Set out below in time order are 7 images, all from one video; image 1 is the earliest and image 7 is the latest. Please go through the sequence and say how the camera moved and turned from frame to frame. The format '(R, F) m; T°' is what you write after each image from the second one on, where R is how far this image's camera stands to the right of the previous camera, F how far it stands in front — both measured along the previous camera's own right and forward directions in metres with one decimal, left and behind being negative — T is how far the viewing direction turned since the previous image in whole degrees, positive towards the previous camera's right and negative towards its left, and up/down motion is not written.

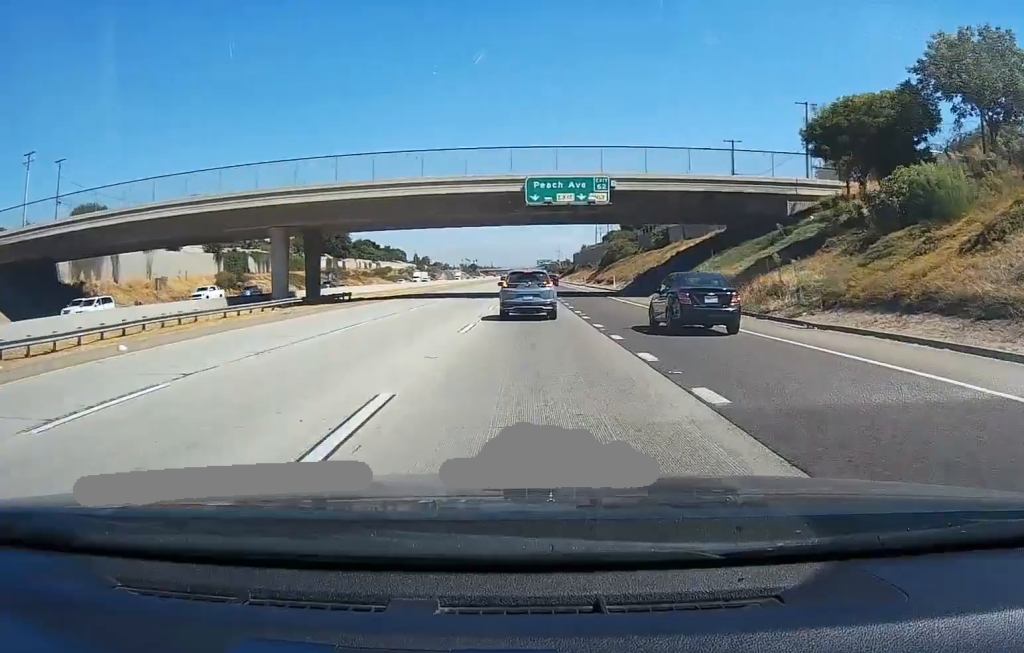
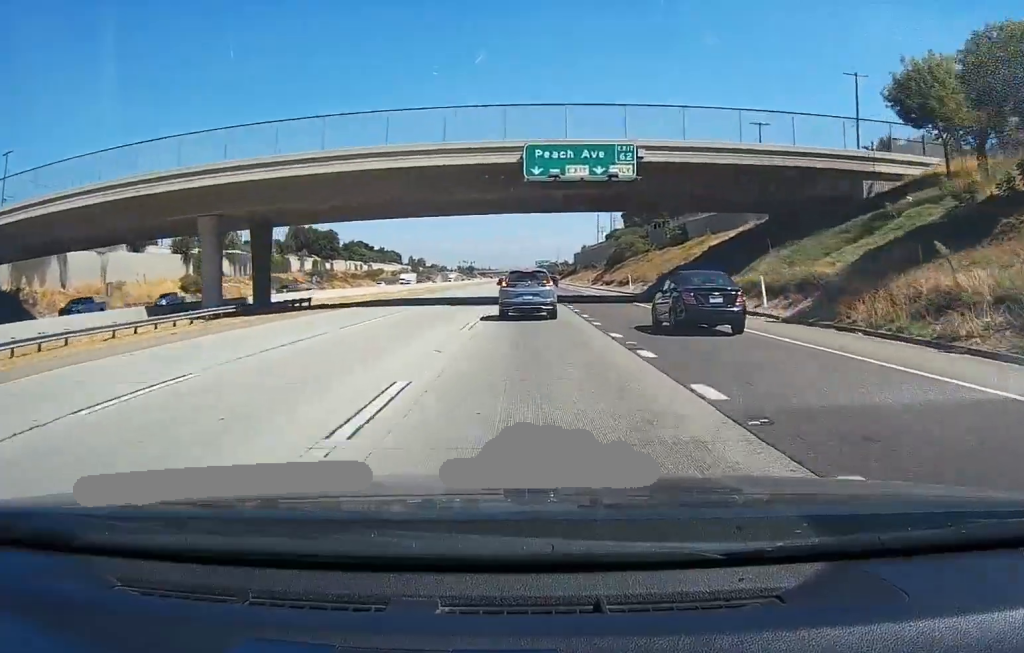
(0.0, +13.5) m; 0°
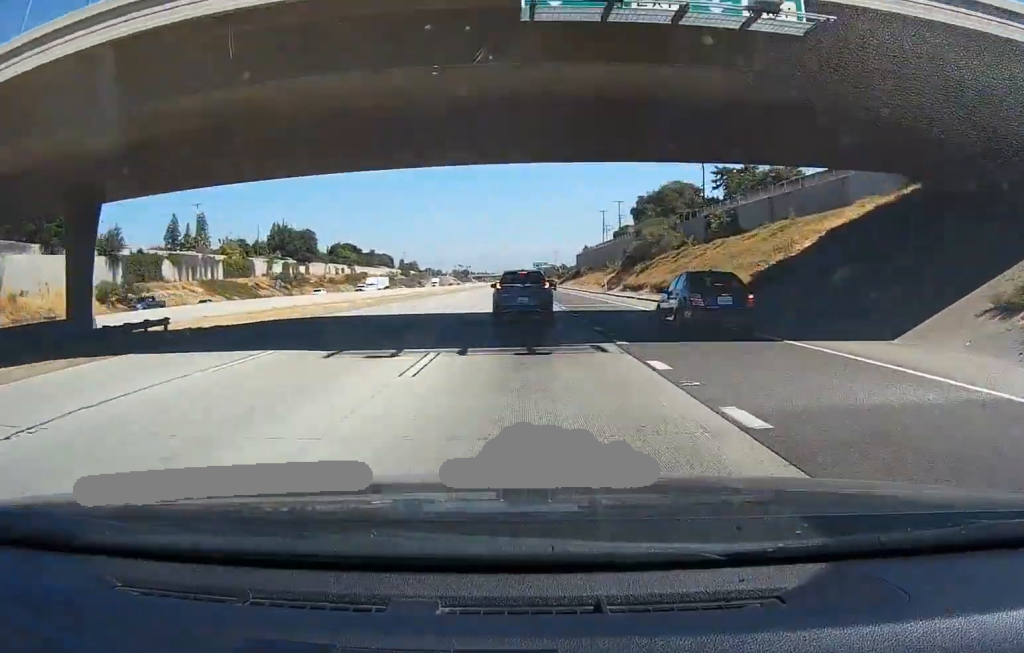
(+0.1, +24.6) m; 0°
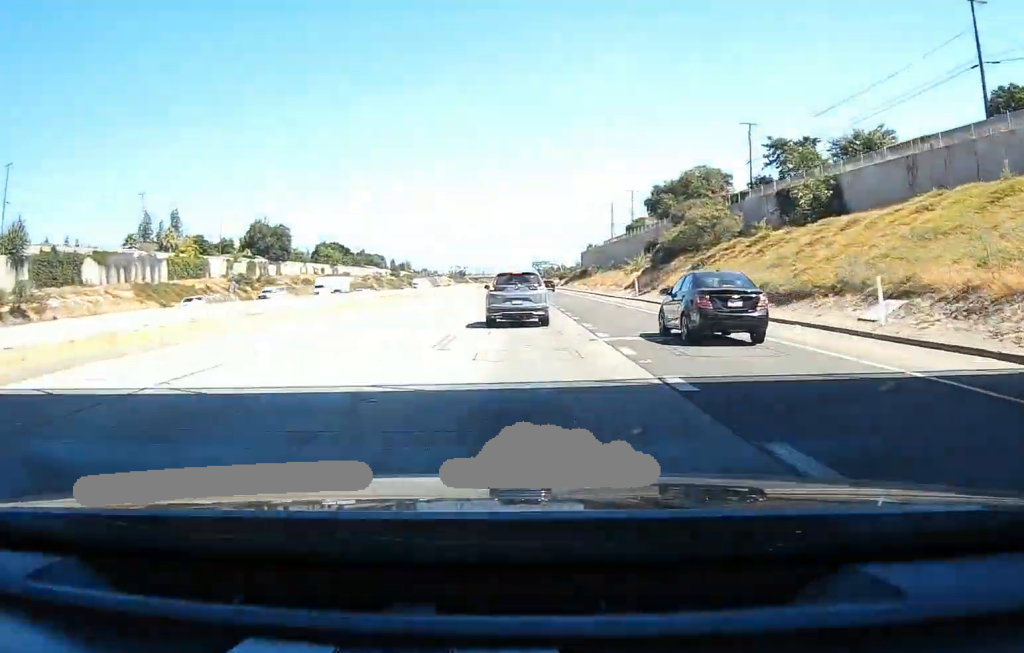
(+0.1, +24.6) m; 0°
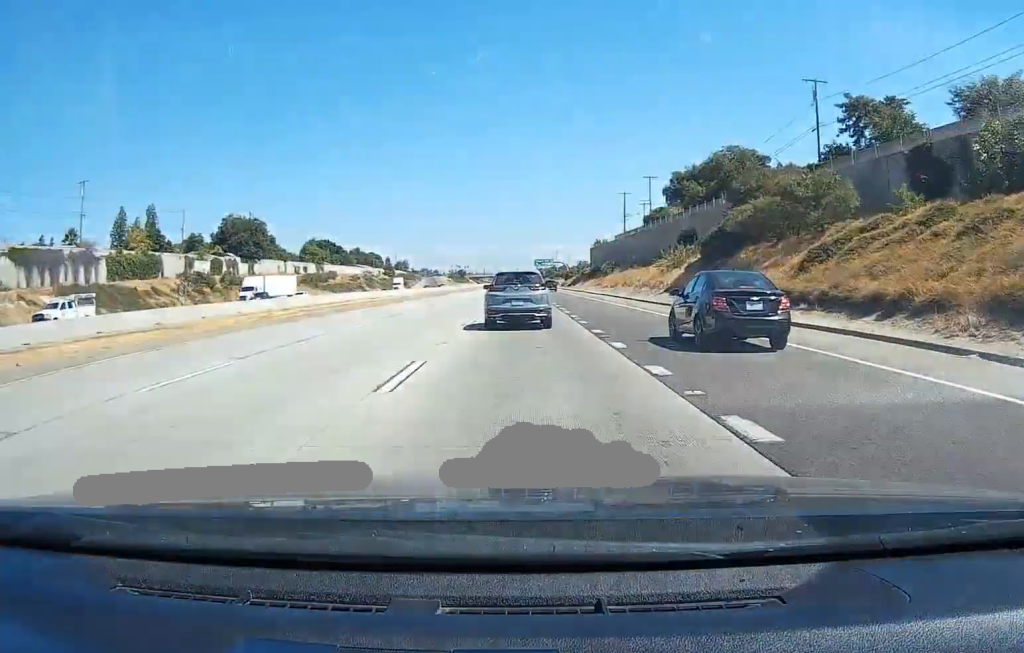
(0.0, +21.5) m; 0°
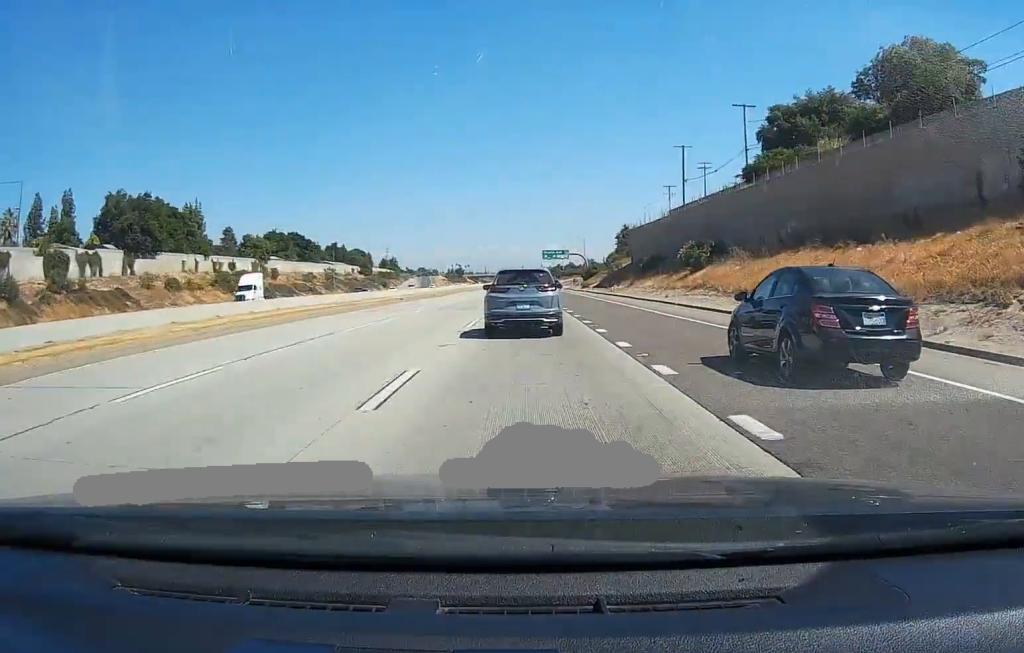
(-0.3, +60.2) m; 0°
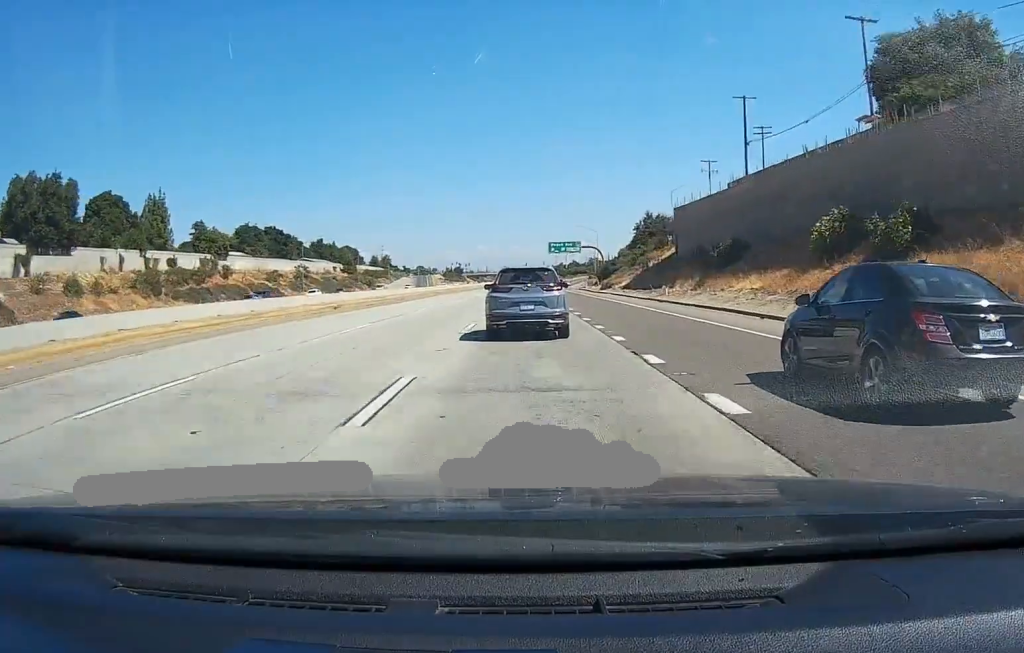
(+0.1, +30.8) m; 0°
